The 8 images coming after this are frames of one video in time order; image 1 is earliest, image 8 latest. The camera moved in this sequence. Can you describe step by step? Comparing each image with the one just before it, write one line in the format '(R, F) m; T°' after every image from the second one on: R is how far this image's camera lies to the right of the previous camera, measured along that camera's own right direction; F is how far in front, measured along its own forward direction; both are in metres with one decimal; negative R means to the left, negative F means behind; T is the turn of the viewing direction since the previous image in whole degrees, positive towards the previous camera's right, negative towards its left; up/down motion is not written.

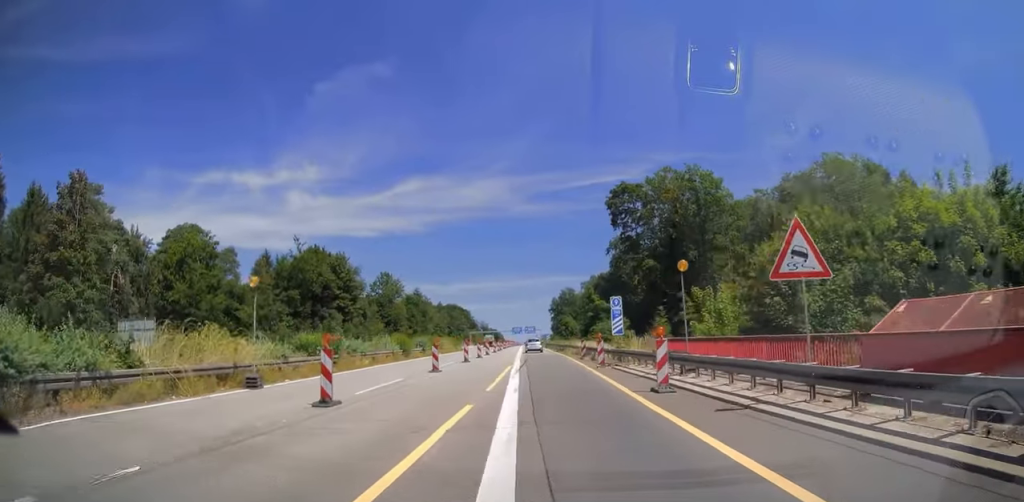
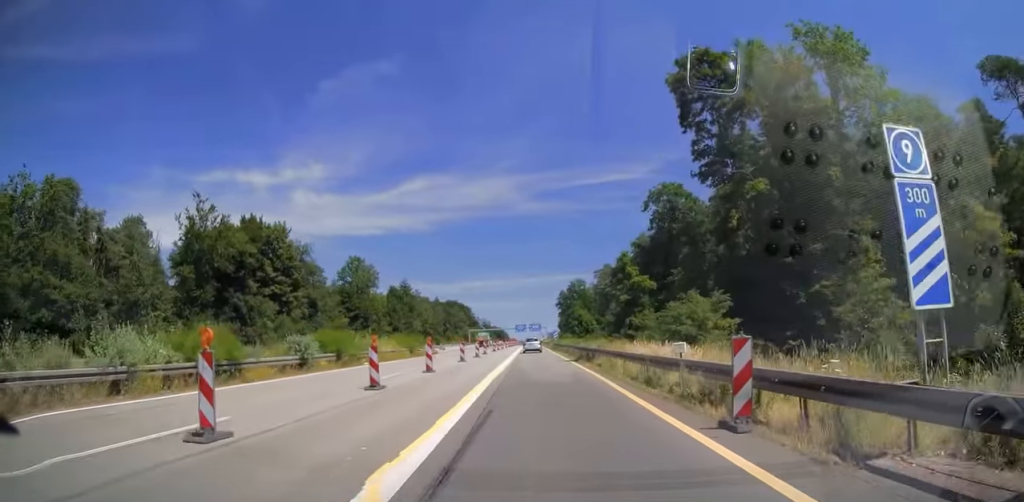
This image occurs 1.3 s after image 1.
(-0.1, +29.9) m; -1°
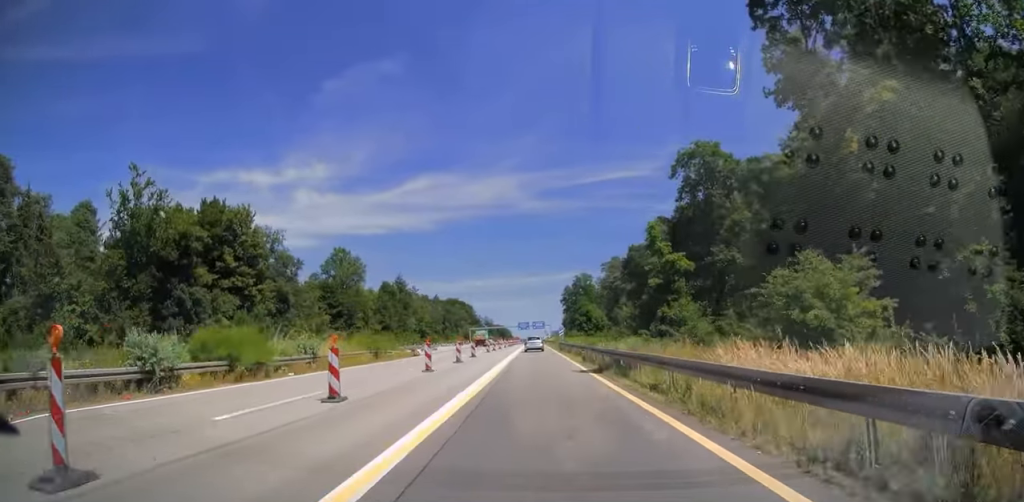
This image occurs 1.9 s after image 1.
(-0.1, +12.2) m; 0°
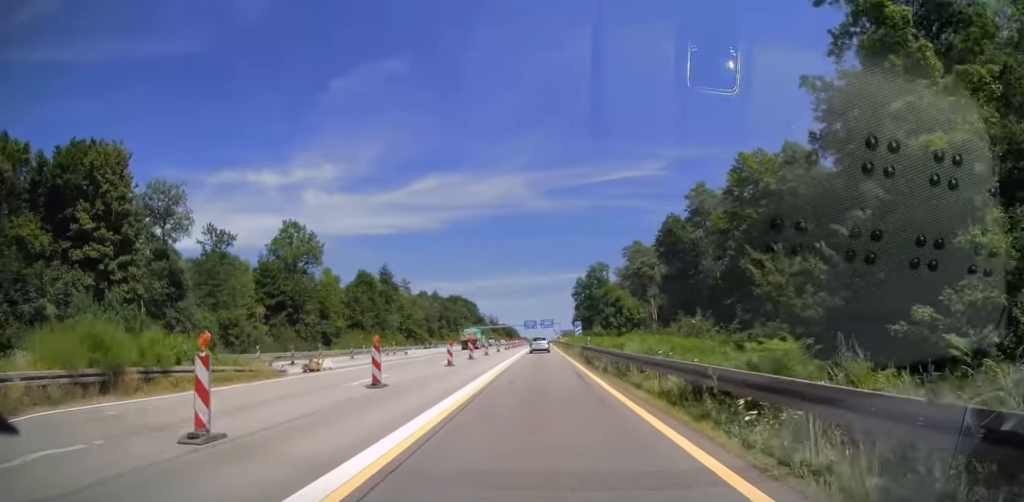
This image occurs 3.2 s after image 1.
(-0.3, +27.9) m; 0°
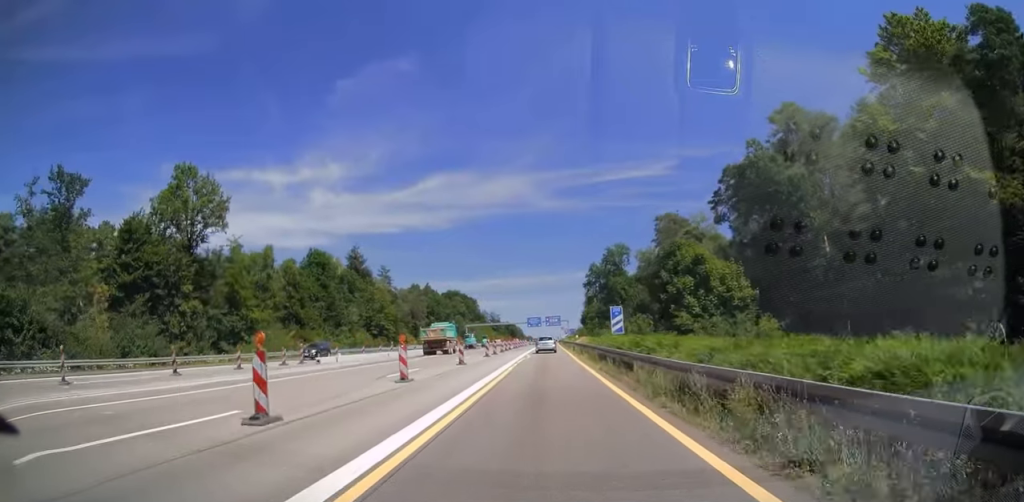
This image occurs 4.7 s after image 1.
(+0.1, +31.6) m; 0°
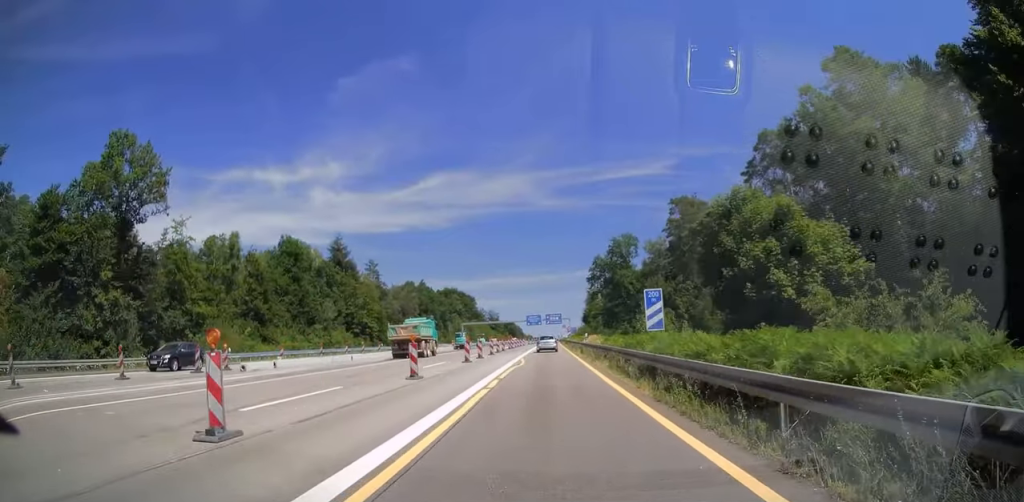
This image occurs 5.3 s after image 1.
(0.0, +11.9) m; -1°
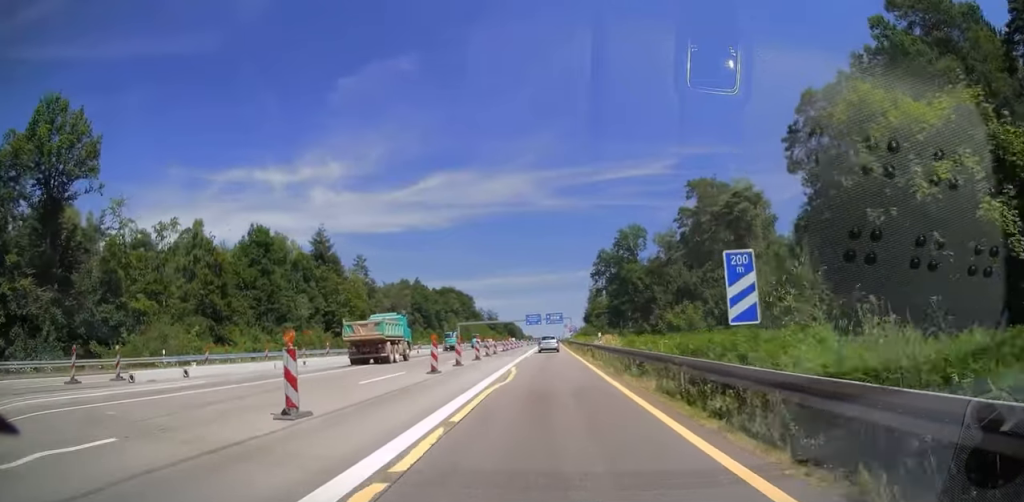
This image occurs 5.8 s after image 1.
(-0.1, +10.3) m; 0°
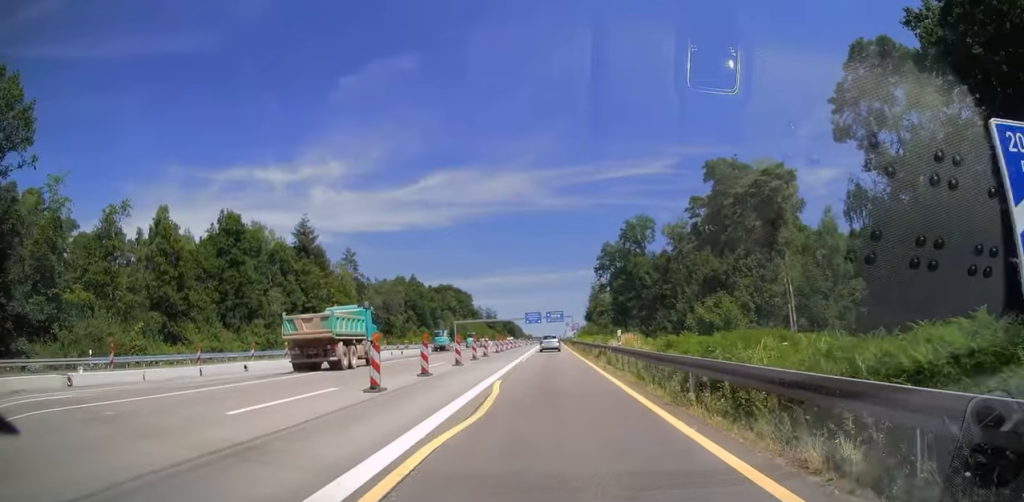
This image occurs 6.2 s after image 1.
(0.0, +8.6) m; 0°
